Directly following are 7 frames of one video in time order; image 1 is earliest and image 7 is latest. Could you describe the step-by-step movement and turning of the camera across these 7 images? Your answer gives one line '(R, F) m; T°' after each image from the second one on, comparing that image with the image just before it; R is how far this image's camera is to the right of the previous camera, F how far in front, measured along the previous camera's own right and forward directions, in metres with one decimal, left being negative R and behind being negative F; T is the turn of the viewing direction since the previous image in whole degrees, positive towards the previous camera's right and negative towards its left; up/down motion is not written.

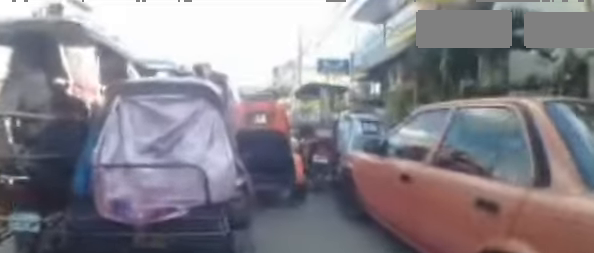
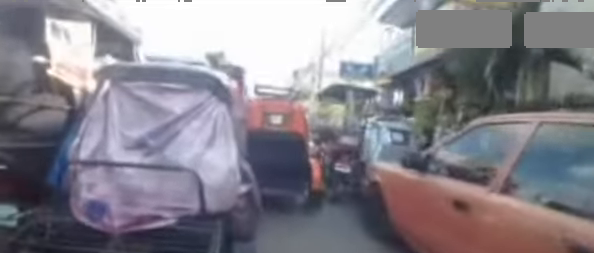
(0.0, 0.0) m; 0°
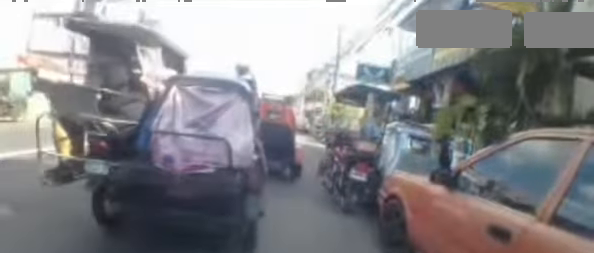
(0.0, 0.0) m; 0°
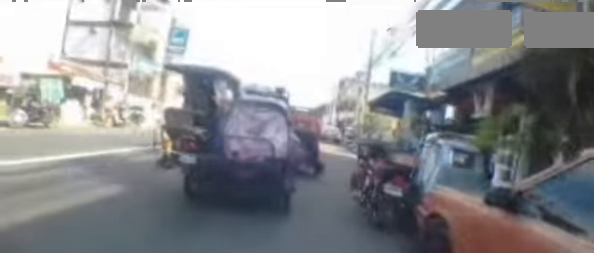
(+0.1, +0.2) m; 0°
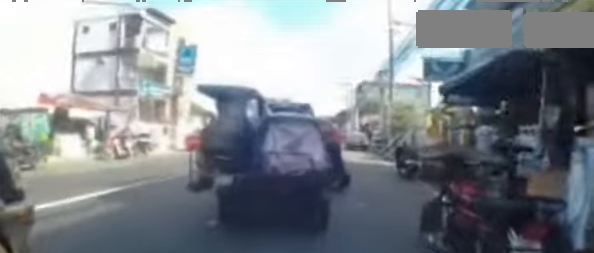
(+0.3, +1.5) m; 0°
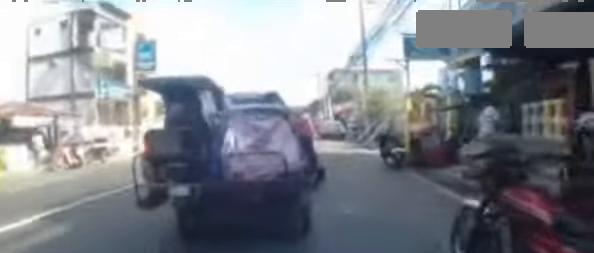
(-0.1, +1.0) m; +2°
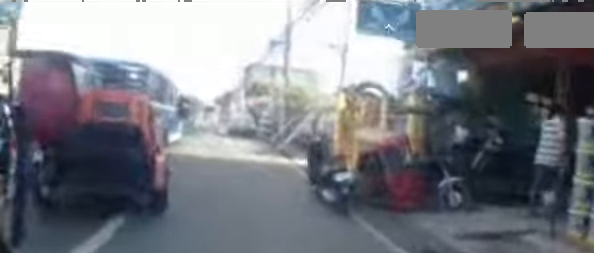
(+0.4, +3.3) m; +15°
